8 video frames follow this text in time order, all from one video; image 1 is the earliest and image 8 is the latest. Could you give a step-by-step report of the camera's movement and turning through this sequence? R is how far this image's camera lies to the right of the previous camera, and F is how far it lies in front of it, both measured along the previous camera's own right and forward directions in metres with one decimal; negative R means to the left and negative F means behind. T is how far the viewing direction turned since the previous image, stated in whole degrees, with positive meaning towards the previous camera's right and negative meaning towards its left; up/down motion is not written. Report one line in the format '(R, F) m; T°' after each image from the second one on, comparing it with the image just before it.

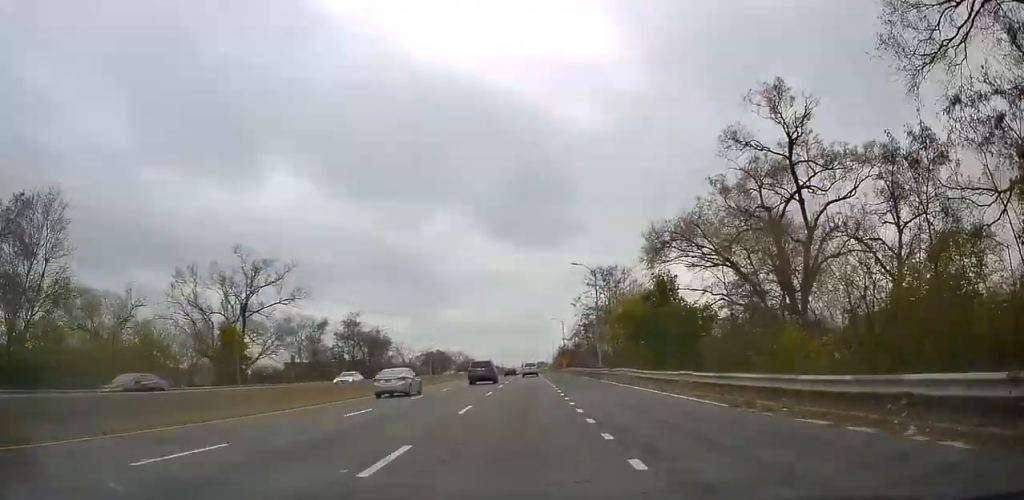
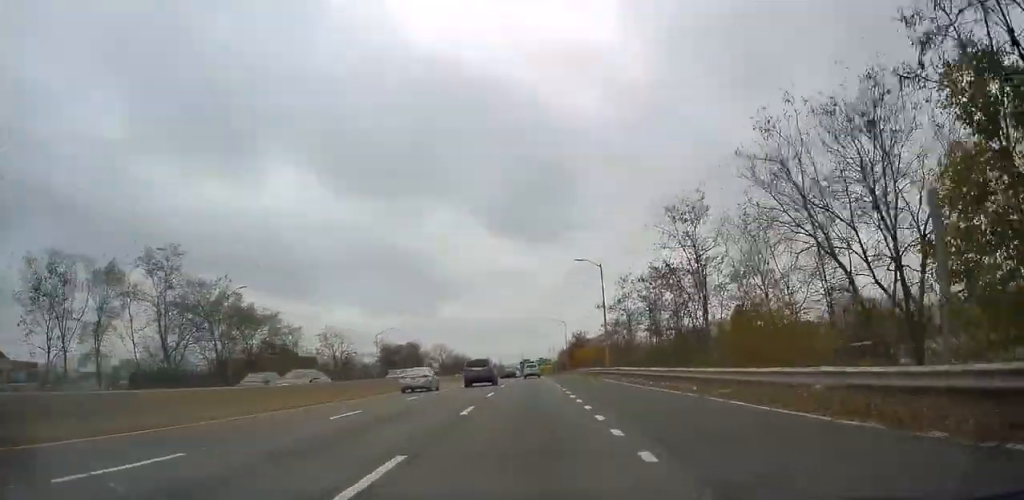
(-0.2, +51.1) m; -1°
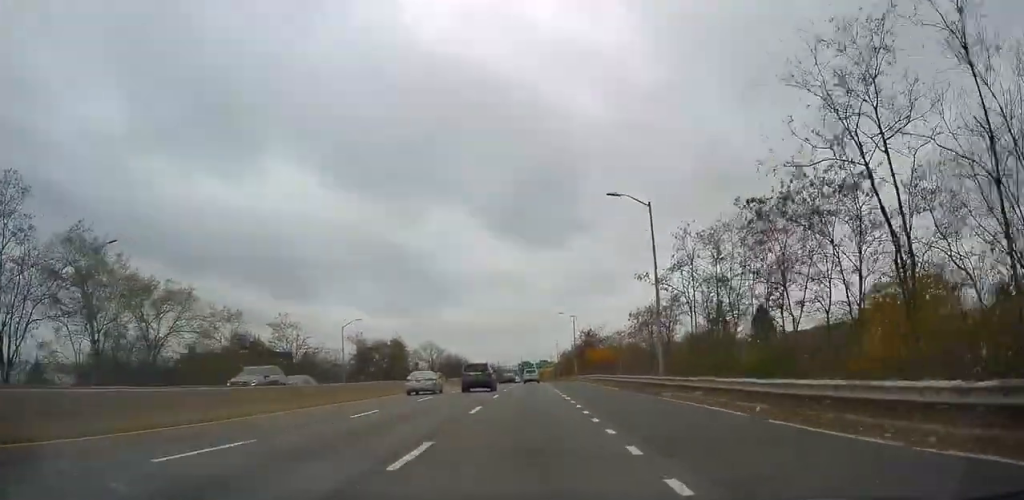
(0.0, +17.8) m; 0°
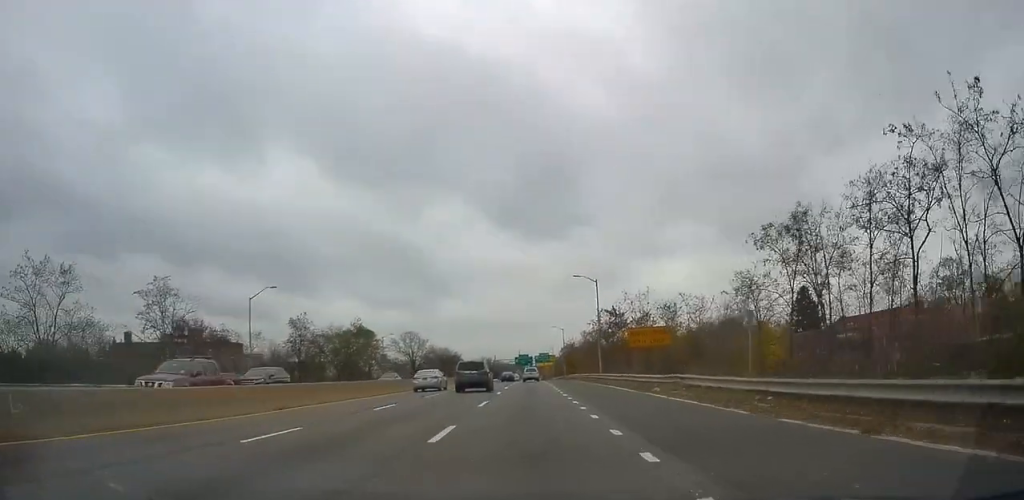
(0.0, +26.9) m; 0°
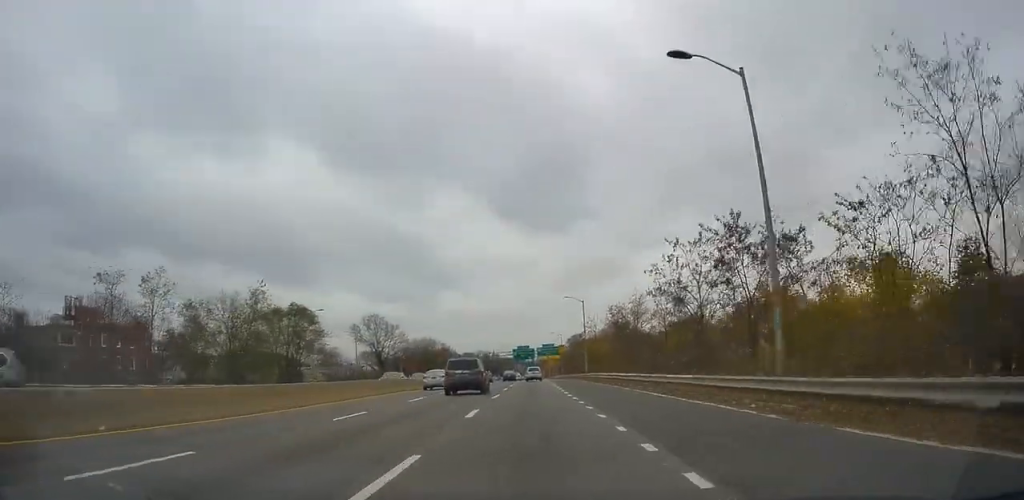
(0.0, +34.5) m; 0°
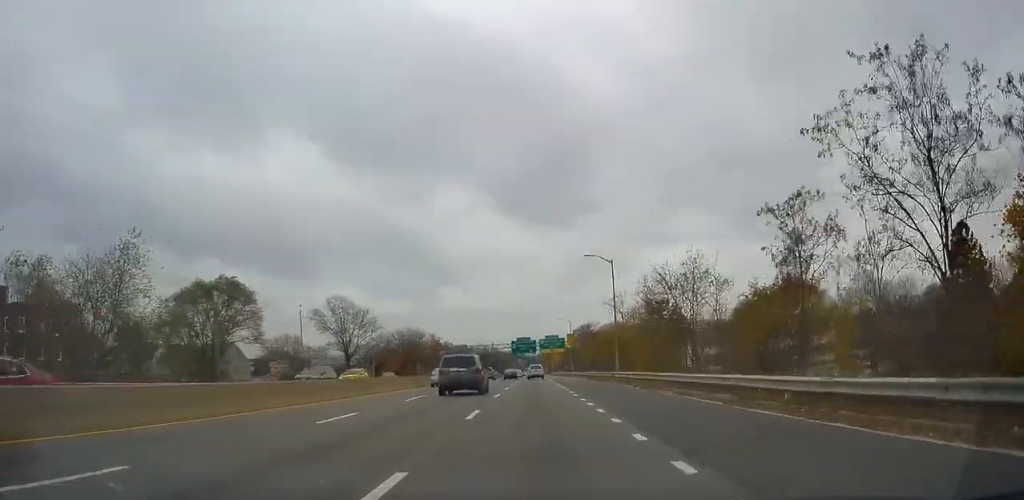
(0.0, +21.3) m; 0°
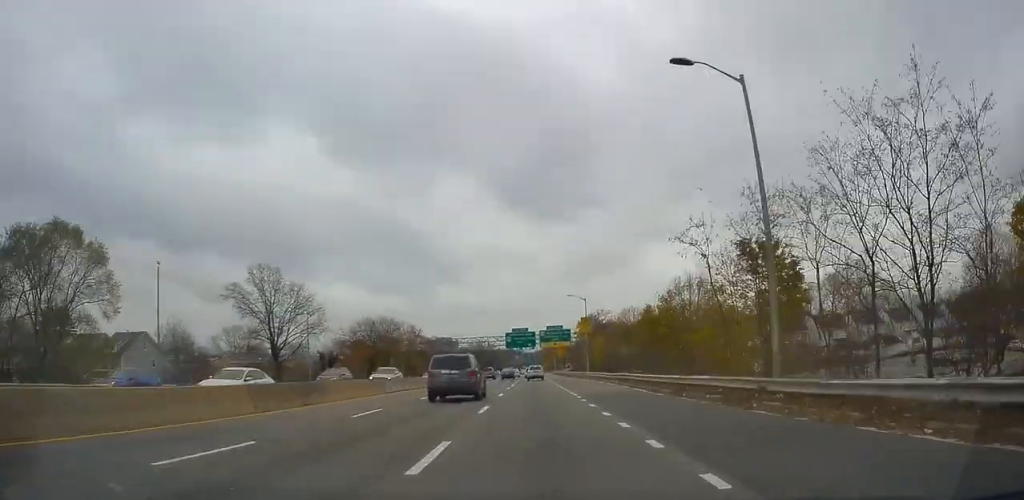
(0.0, +27.0) m; 0°
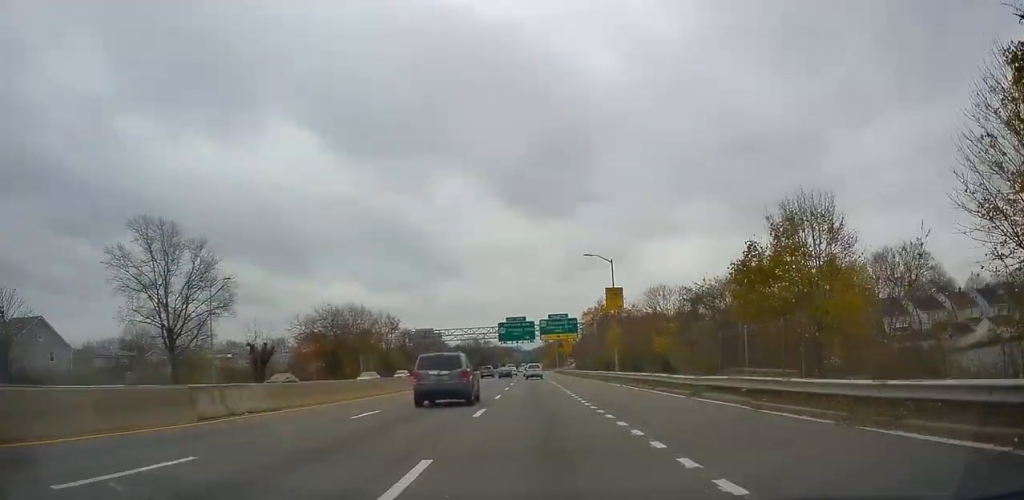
(-0.1, +21.5) m; 0°
